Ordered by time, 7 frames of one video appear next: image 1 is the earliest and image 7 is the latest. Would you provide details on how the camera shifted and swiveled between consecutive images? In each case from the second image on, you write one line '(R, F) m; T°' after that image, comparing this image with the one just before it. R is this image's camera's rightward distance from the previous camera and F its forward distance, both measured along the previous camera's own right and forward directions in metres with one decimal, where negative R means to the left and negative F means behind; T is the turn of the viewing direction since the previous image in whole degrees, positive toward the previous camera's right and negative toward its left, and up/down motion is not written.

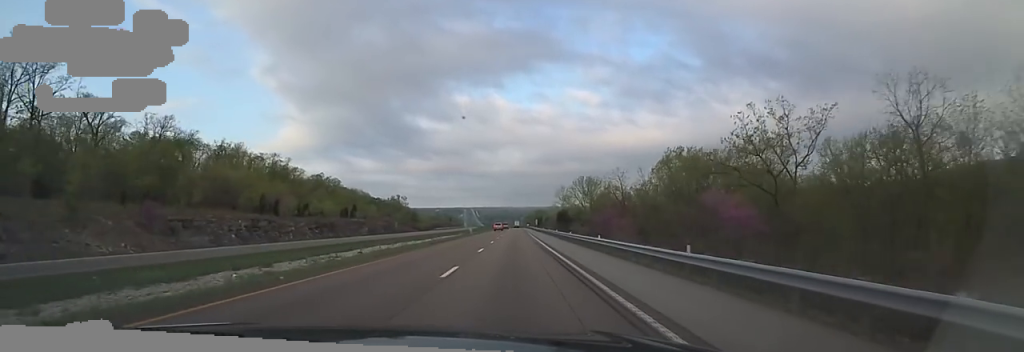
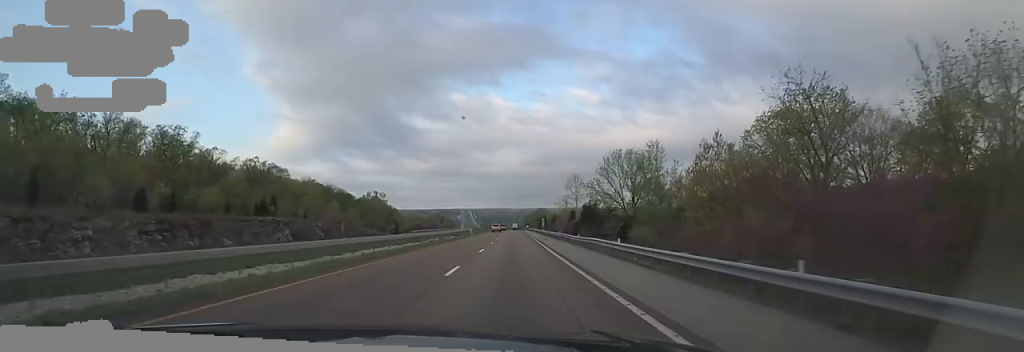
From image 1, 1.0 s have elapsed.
(+0.4, +35.9) m; +2°
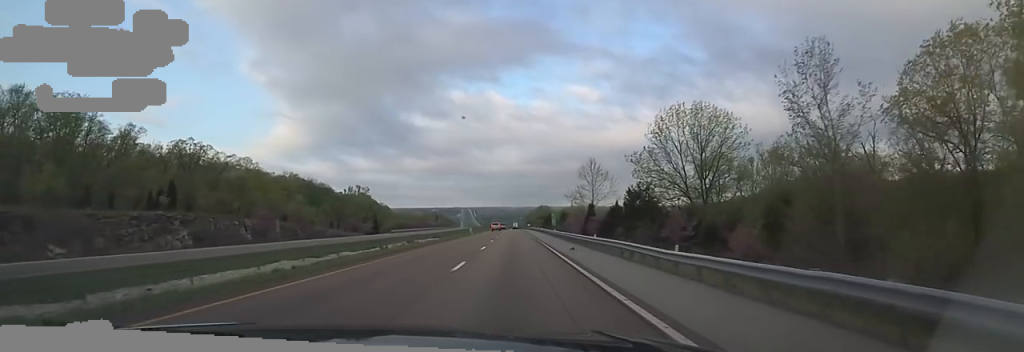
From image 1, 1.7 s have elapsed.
(+0.3, +23.3) m; +1°
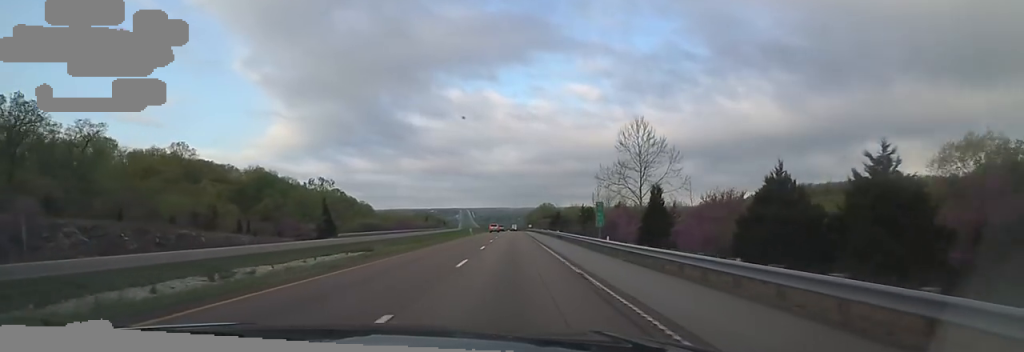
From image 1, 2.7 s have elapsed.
(+0.1, +34.9) m; 0°
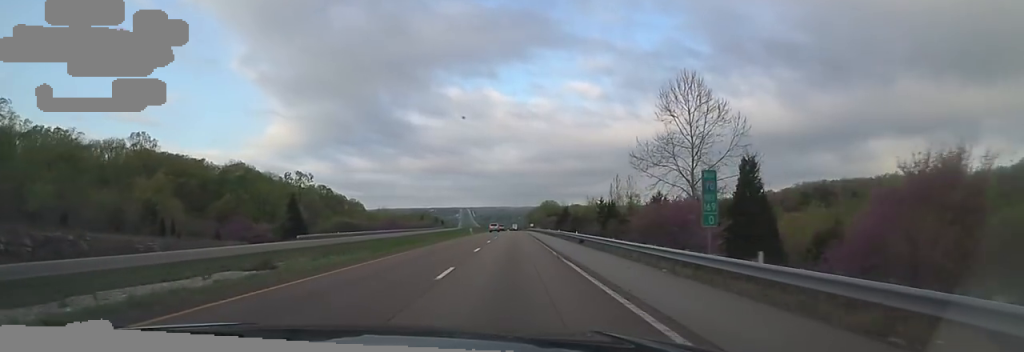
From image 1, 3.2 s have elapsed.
(-0.2, +16.1) m; 0°
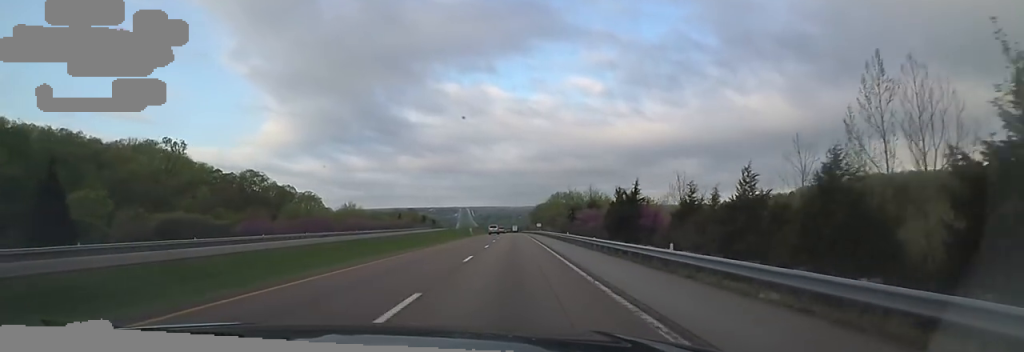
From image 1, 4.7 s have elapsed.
(+0.2, +54.3) m; 0°
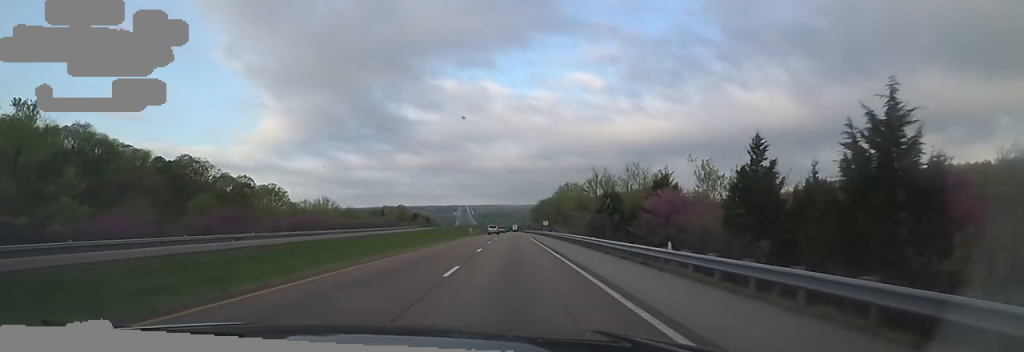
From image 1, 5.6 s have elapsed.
(-0.2, +30.0) m; 0°
